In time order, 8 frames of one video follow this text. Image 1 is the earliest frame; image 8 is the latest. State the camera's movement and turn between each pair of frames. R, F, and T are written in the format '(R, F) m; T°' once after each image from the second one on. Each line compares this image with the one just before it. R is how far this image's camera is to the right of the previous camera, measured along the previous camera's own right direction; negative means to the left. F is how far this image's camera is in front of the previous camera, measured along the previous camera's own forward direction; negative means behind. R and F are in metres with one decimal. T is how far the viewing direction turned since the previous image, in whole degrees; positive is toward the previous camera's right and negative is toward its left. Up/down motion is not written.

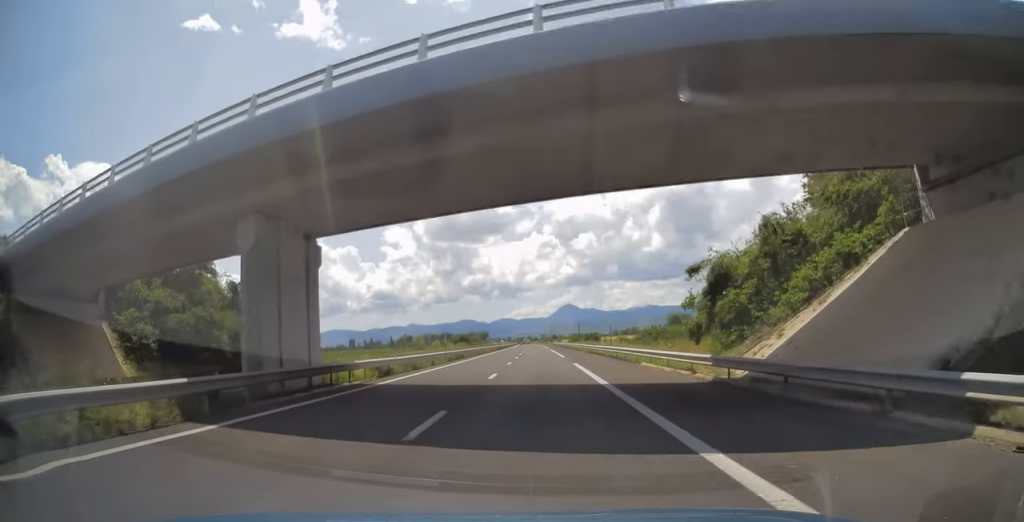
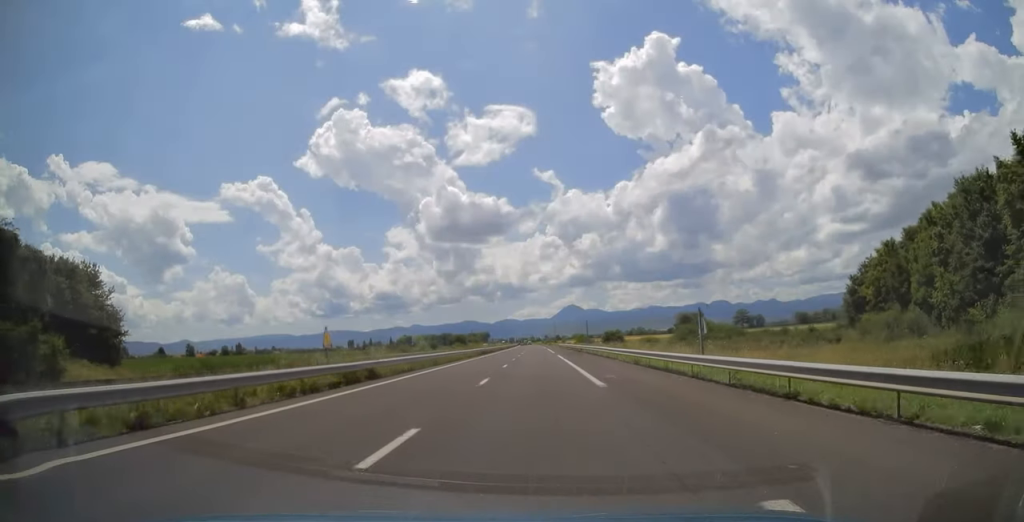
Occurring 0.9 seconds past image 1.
(0.0, +28.2) m; 0°
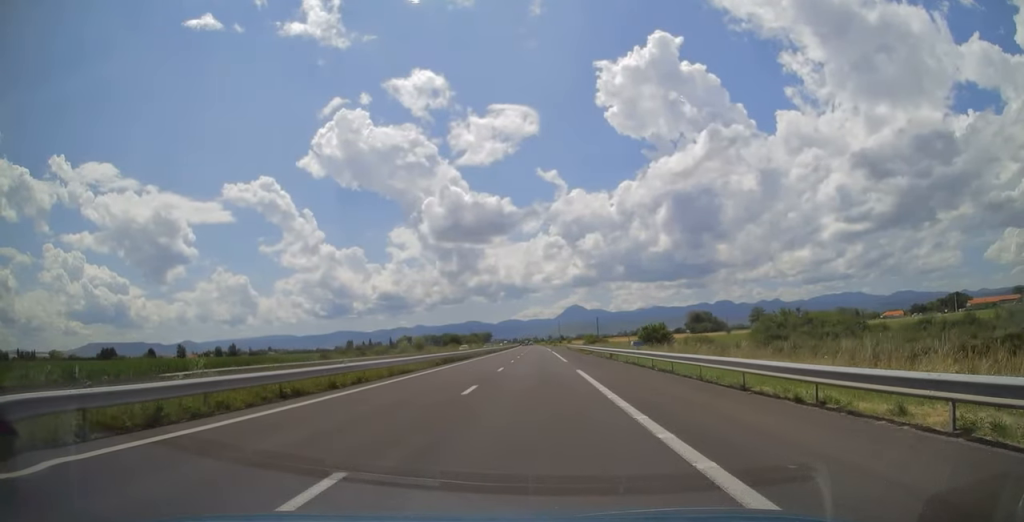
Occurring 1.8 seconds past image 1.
(0.0, +29.3) m; -1°
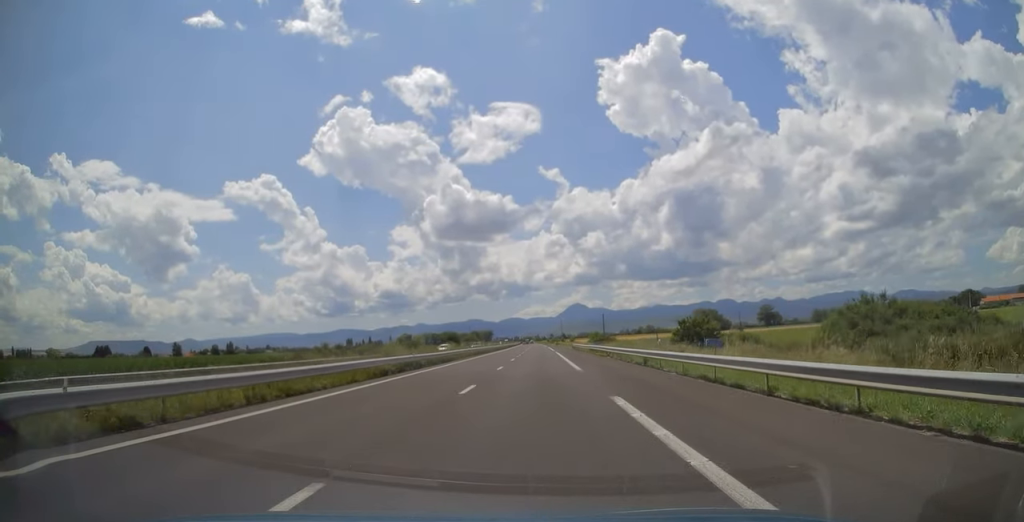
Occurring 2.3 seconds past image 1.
(0.0, +13.6) m; 0°
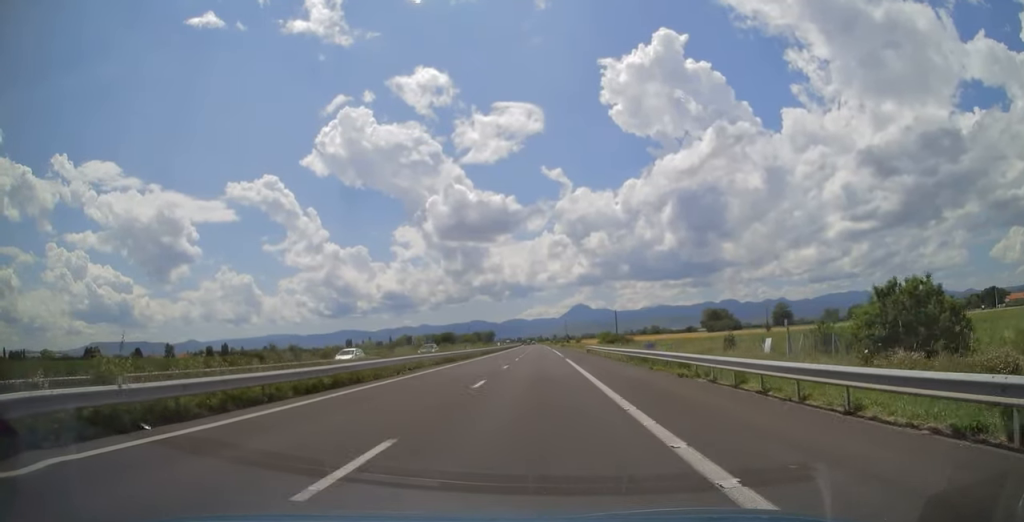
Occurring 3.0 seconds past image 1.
(-0.3, +23.6) m; -1°
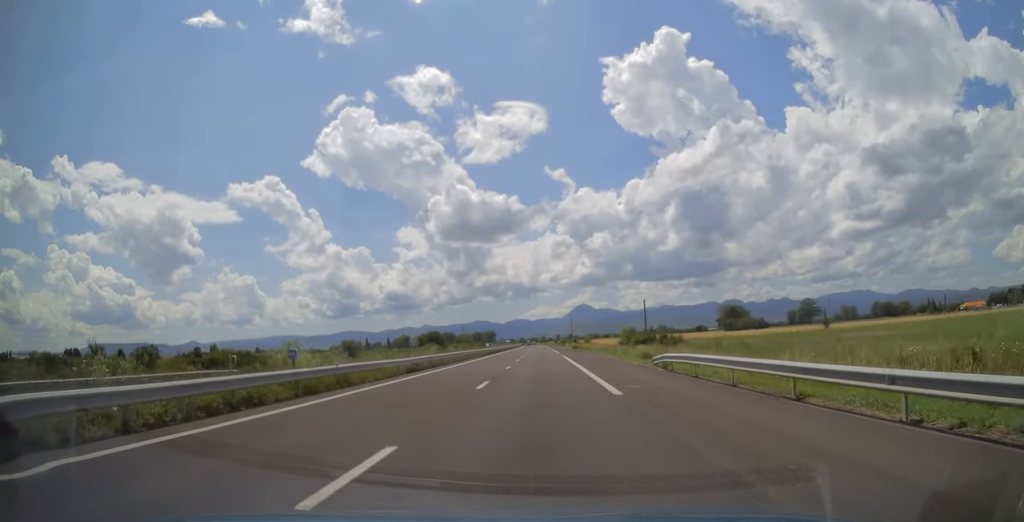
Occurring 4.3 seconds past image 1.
(0.0, +39.3) m; +1°
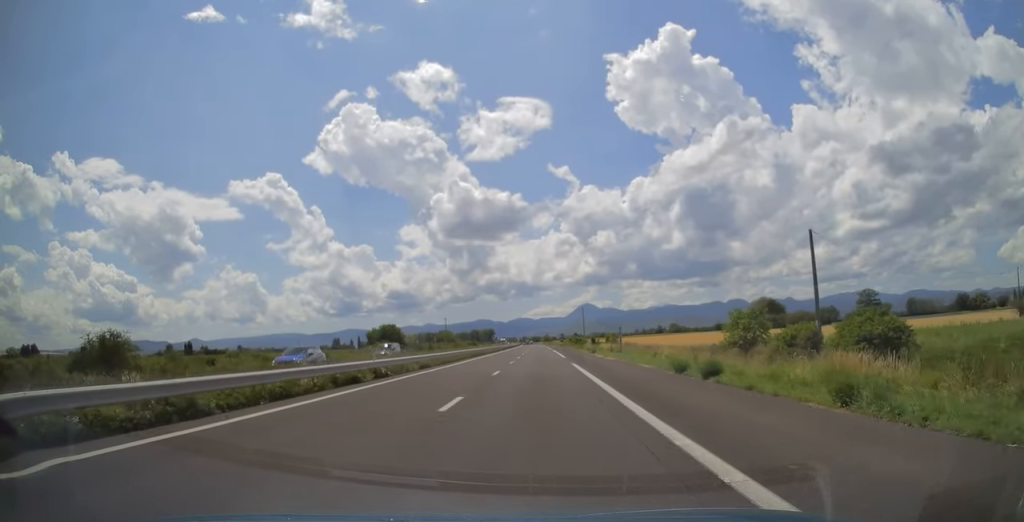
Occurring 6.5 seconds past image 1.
(-0.3, +70.6) m; -1°
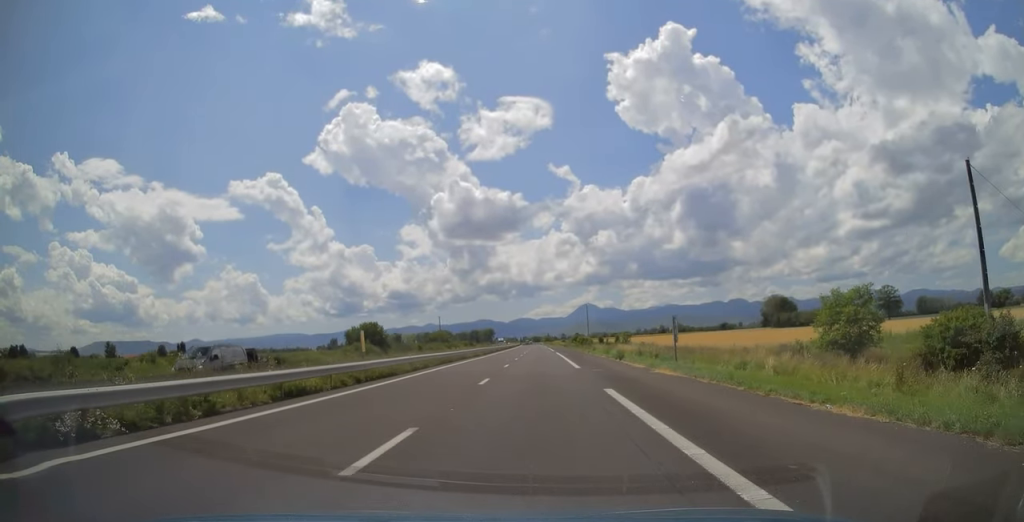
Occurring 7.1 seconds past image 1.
(0.0, +18.3) m; 0°
